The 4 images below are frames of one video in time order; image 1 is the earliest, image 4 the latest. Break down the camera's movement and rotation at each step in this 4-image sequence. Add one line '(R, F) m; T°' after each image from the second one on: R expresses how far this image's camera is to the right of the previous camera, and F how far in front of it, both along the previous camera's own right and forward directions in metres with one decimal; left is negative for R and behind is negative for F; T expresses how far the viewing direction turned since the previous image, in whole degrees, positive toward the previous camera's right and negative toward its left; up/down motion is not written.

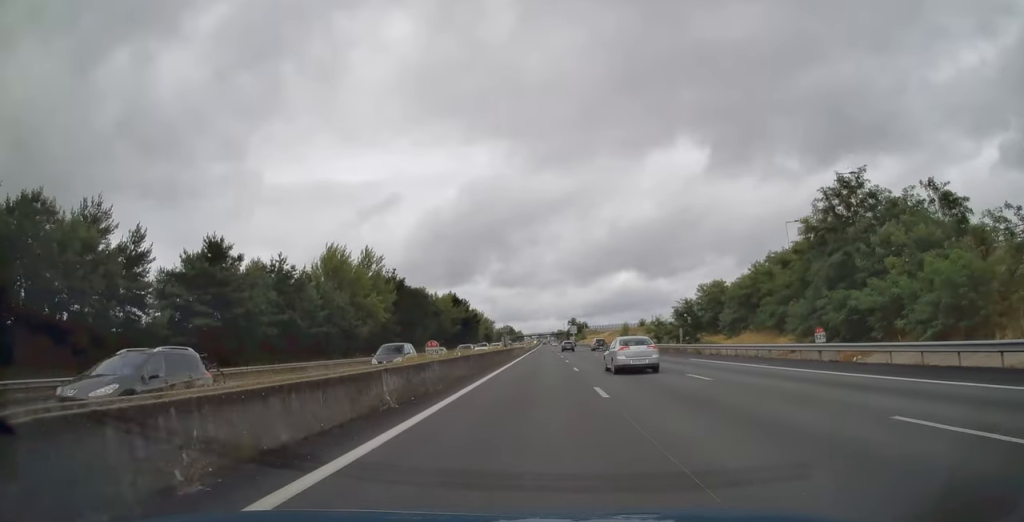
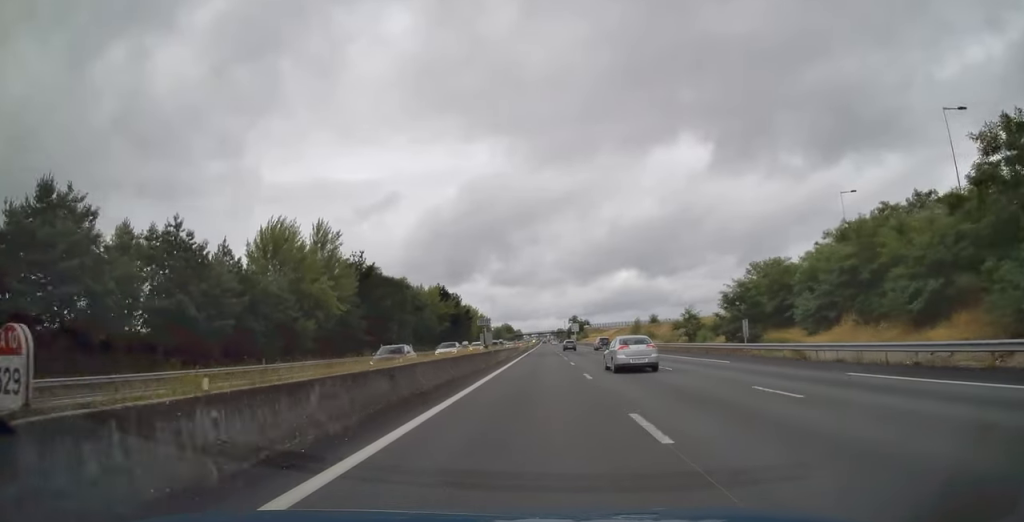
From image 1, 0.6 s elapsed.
(0.0, +19.6) m; 0°
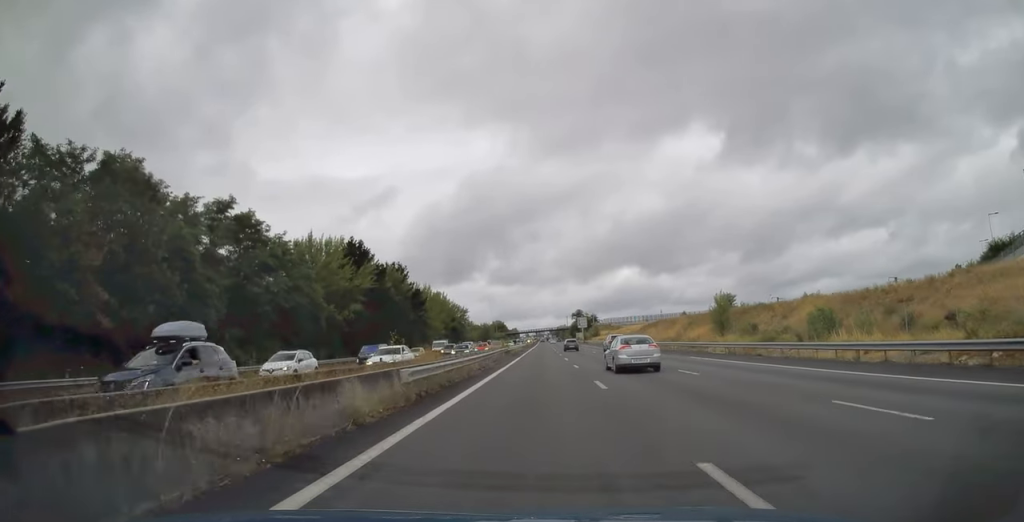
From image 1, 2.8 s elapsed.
(-0.2, +70.2) m; 0°
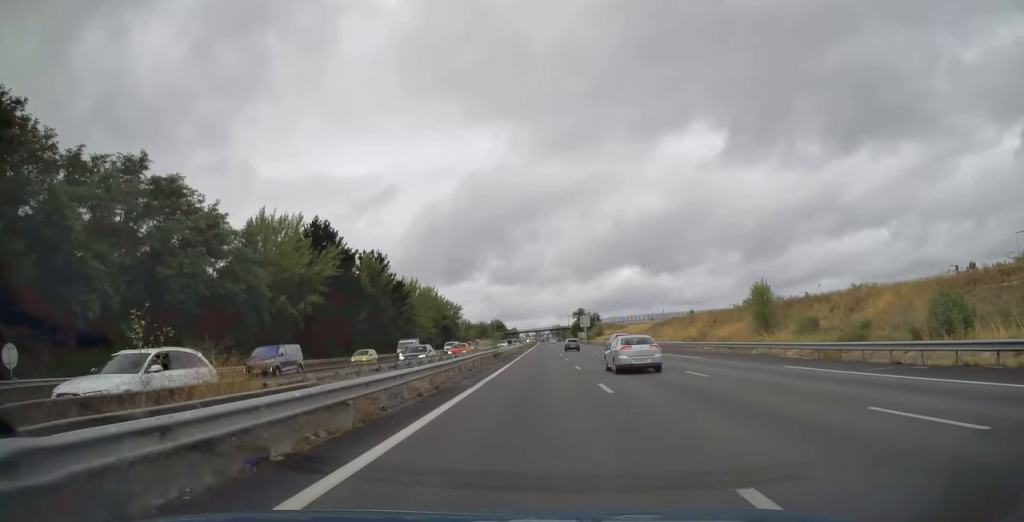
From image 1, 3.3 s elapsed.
(+0.1, +14.3) m; 0°
